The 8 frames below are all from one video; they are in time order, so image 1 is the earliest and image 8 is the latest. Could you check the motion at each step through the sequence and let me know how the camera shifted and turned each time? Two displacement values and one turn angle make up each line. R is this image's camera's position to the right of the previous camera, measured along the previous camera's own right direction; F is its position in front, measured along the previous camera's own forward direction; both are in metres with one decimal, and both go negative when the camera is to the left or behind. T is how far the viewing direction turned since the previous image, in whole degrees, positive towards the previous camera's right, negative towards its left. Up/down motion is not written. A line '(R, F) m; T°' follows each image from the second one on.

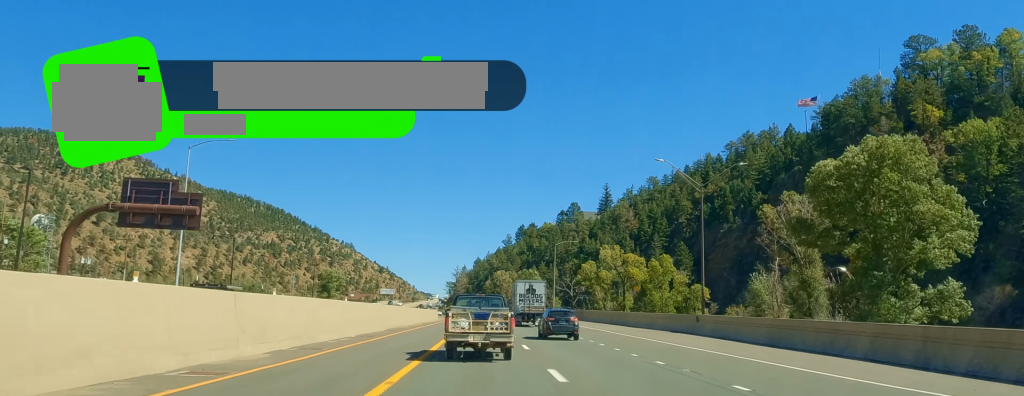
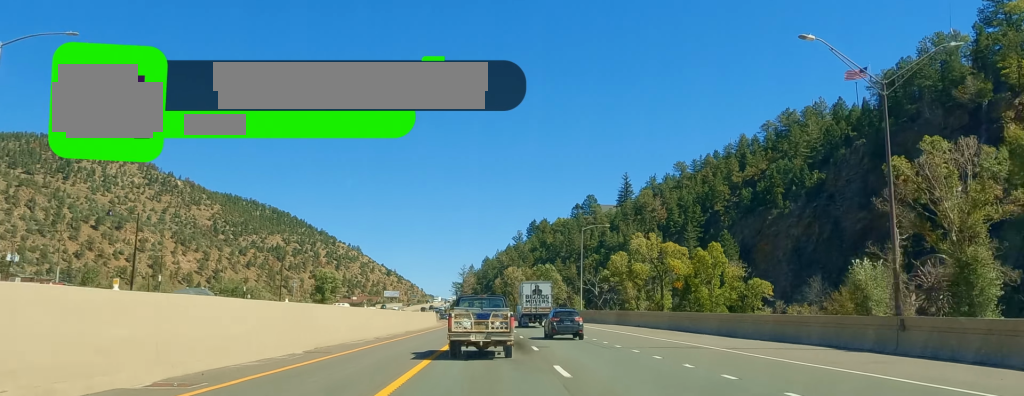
(+0.7, +24.4) m; 0°
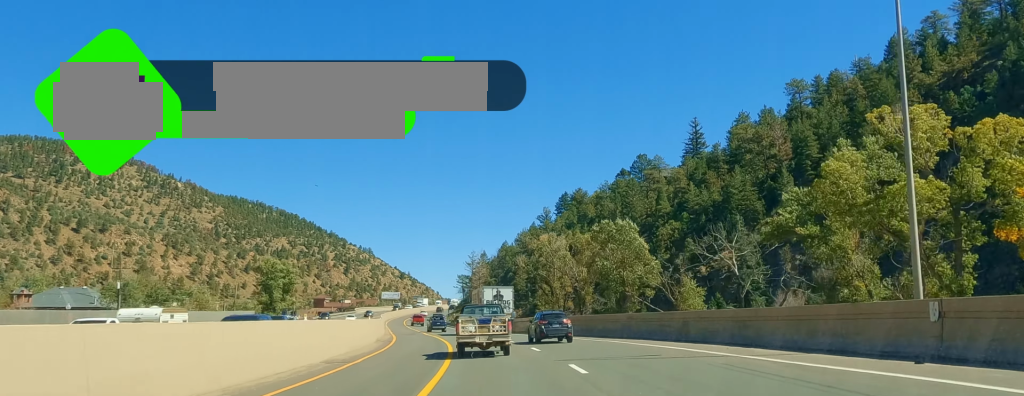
(-2.0, +73.3) m; -6°
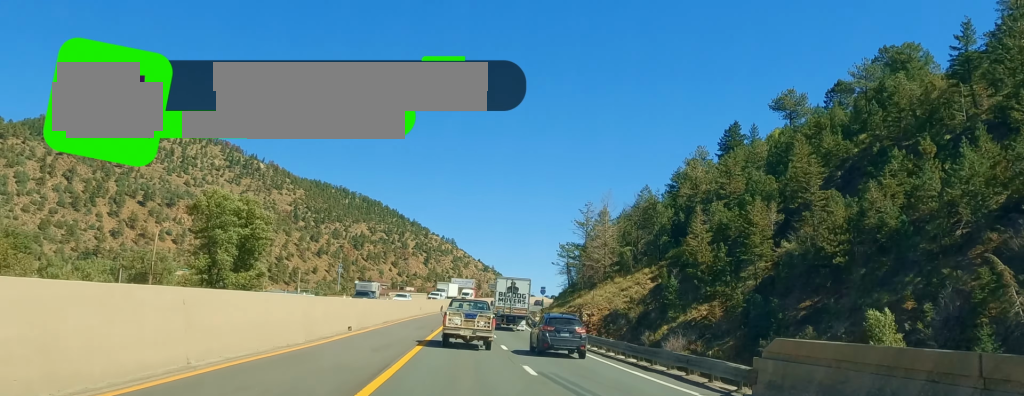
(-5.8, +82.2) m; -4°
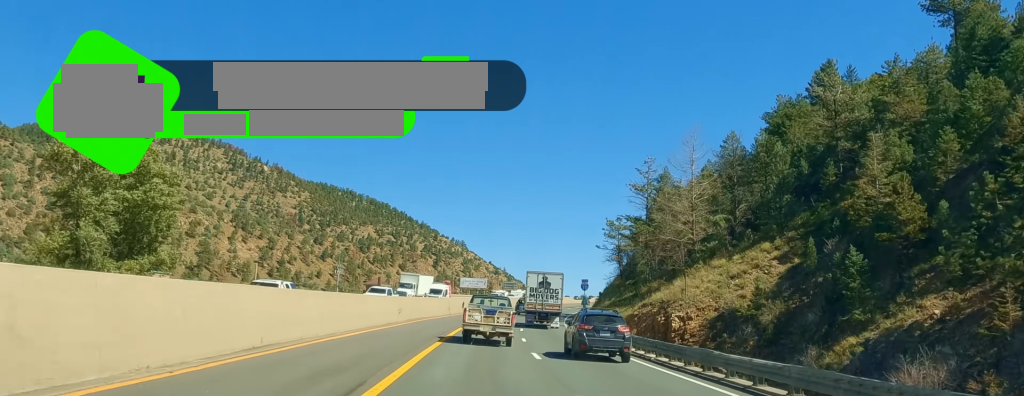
(+0.3, +32.3) m; +1°
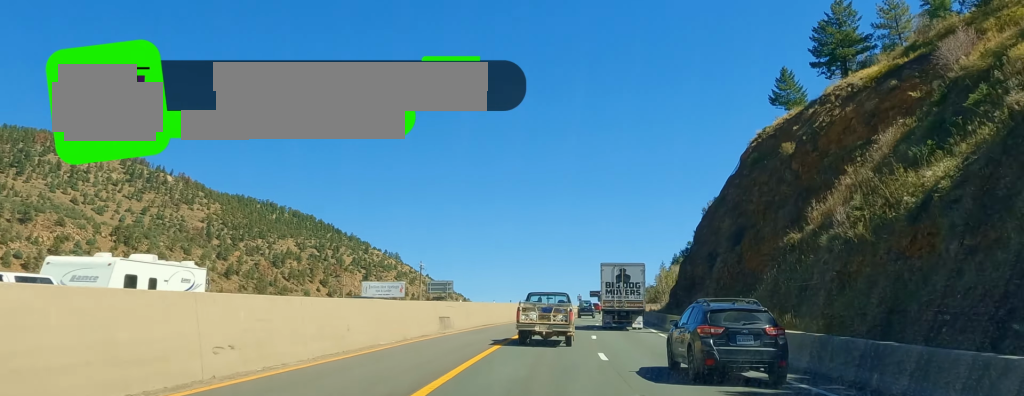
(+4.2, +84.7) m; +9°
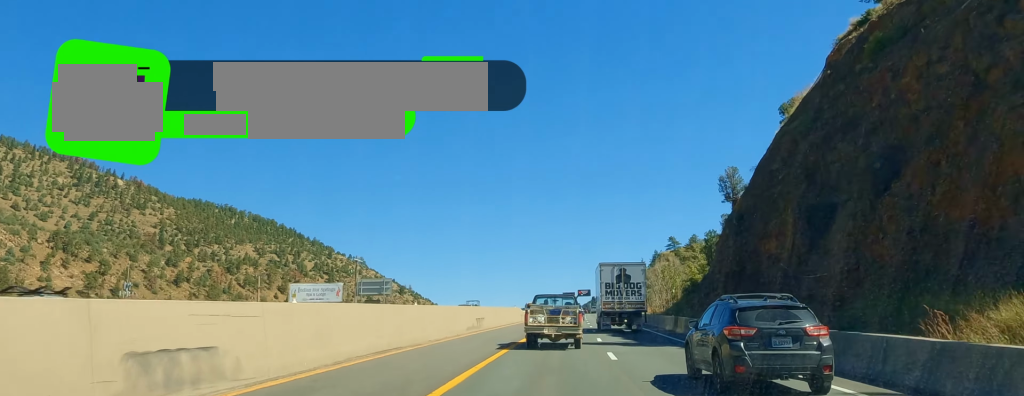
(+2.2, +24.6) m; +2°
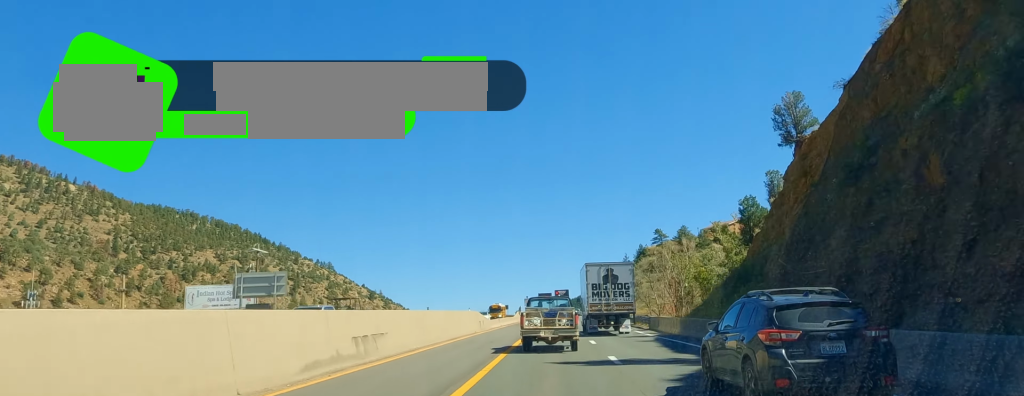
(+1.3, +25.5) m; +2°
